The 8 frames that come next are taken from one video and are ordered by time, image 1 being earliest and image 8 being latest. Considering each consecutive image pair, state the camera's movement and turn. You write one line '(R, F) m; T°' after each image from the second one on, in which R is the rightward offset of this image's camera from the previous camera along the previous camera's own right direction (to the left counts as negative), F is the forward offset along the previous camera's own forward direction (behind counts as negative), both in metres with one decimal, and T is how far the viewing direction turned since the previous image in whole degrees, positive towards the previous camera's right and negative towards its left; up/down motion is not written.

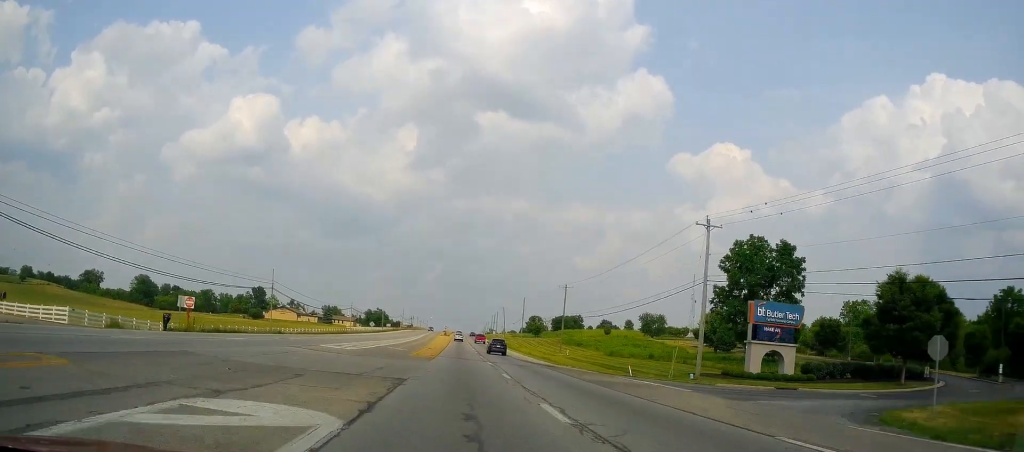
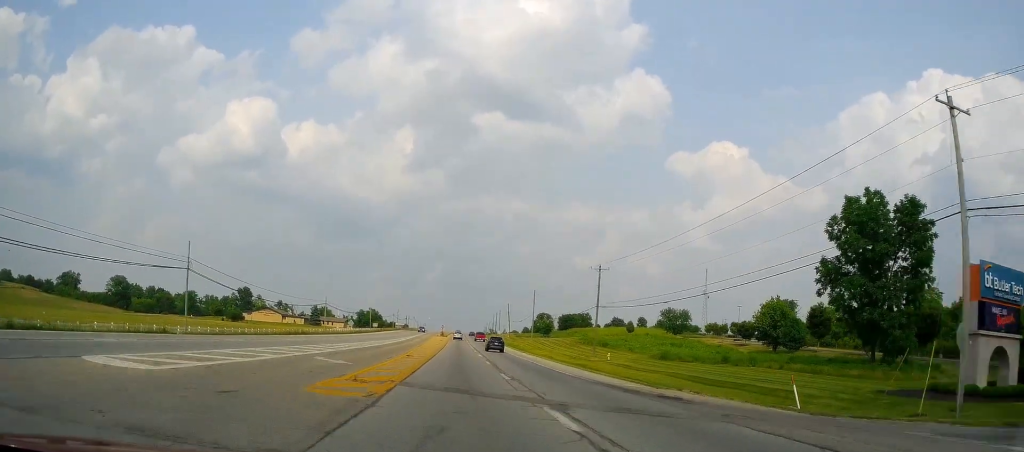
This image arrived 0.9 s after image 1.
(+0.1, +25.4) m; 0°
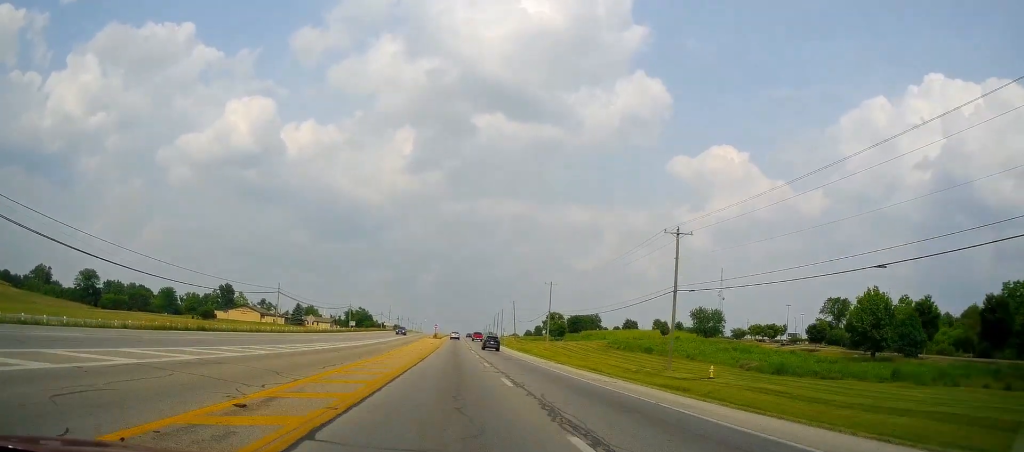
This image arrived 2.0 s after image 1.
(-0.3, +28.4) m; 0°
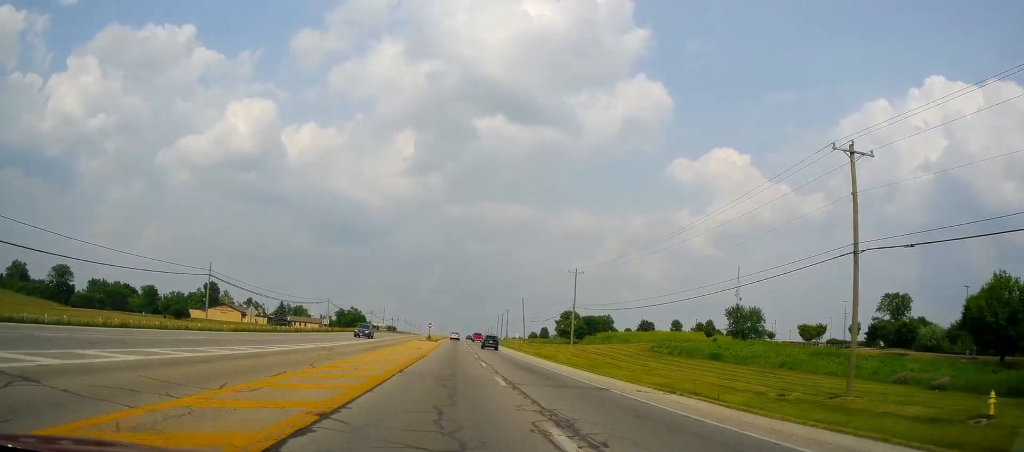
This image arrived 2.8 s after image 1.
(+0.1, +24.2) m; 0°
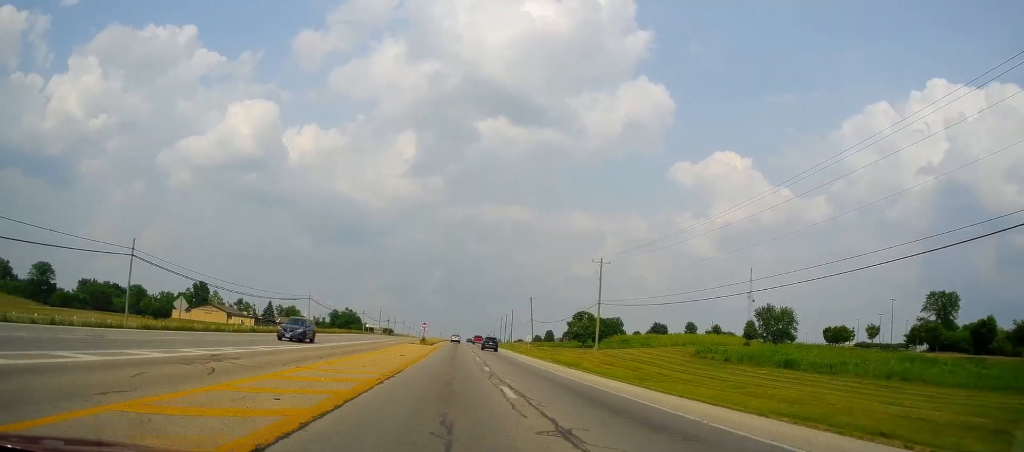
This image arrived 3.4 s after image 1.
(+0.1, +15.9) m; 0°
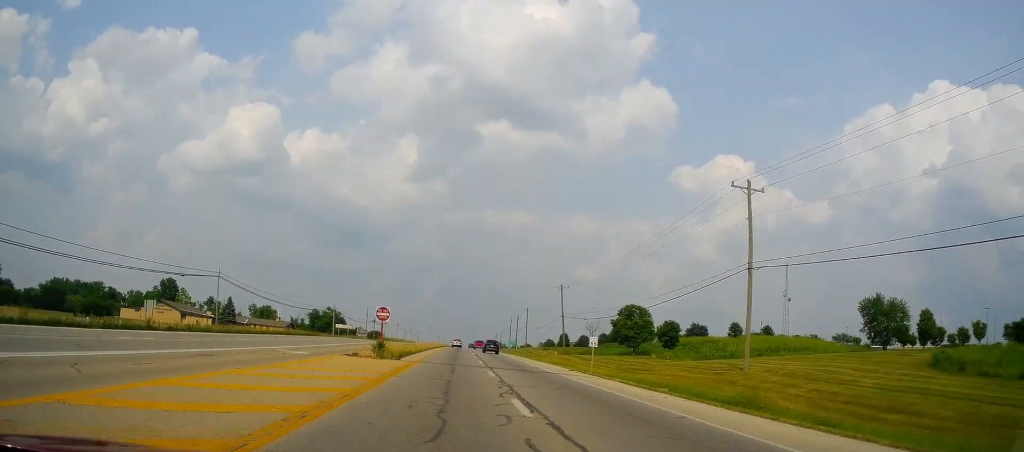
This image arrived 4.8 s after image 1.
(-0.6, +40.4) m; -1°
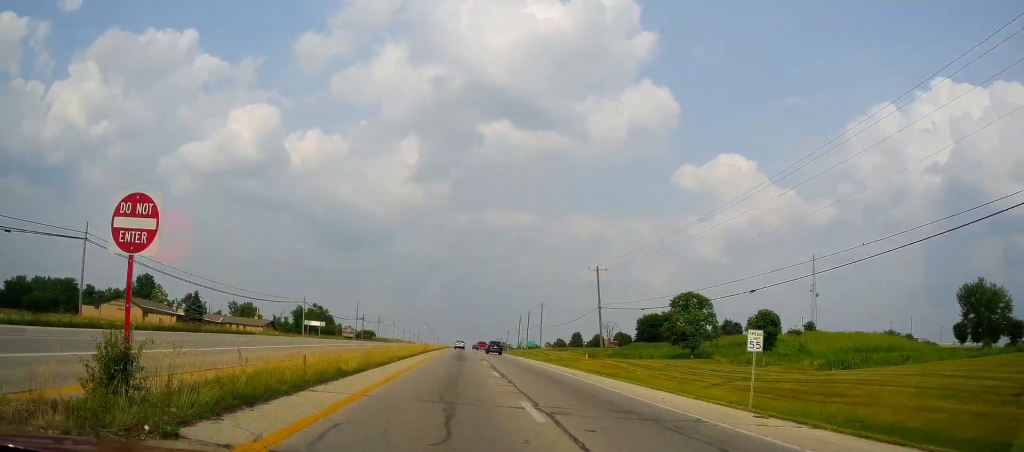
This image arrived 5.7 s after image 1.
(-0.2, +25.2) m; 0°
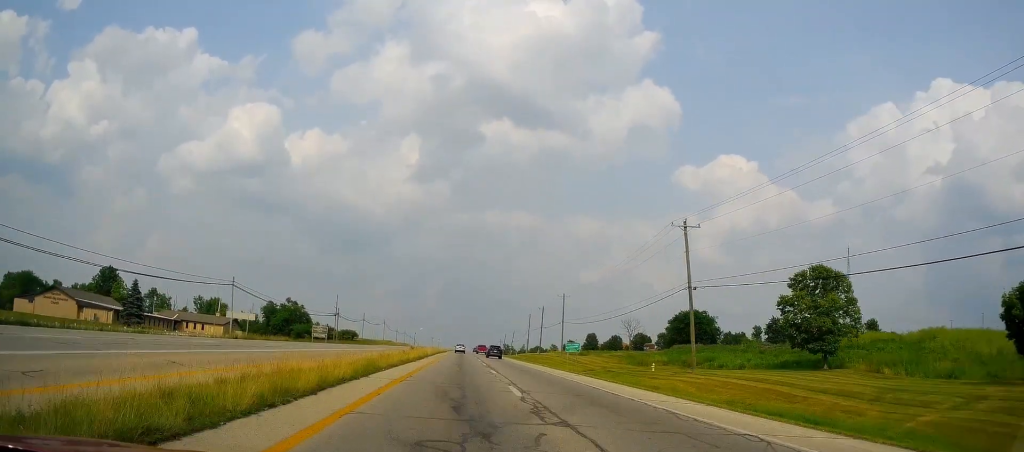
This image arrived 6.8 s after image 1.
(+0.2, +30.7) m; +1°
